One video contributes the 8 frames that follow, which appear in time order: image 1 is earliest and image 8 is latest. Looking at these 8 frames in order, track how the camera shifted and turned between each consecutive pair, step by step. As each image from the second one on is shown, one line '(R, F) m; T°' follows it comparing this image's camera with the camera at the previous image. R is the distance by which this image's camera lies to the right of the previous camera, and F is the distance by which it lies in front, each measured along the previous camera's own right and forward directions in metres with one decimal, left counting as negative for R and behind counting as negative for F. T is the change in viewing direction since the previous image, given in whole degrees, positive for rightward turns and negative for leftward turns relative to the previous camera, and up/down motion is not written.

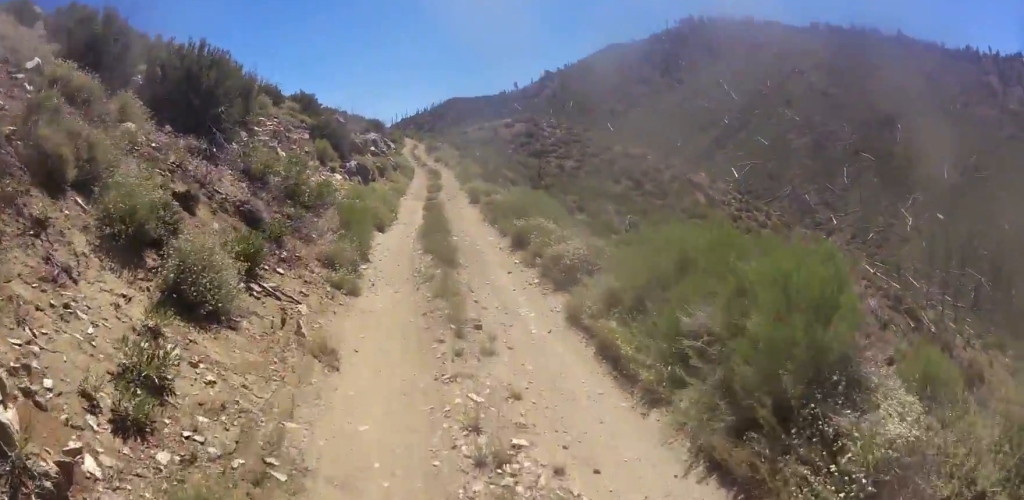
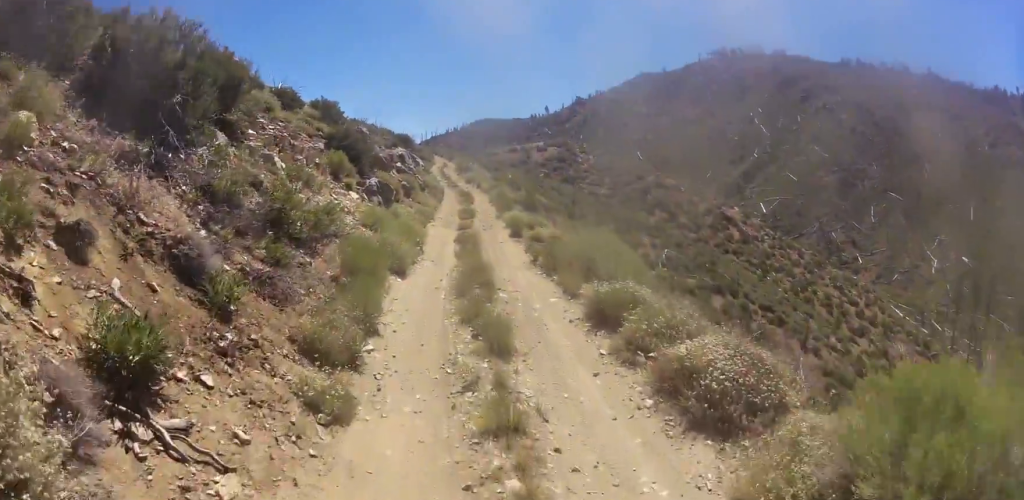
(0.0, +3.5) m; 0°
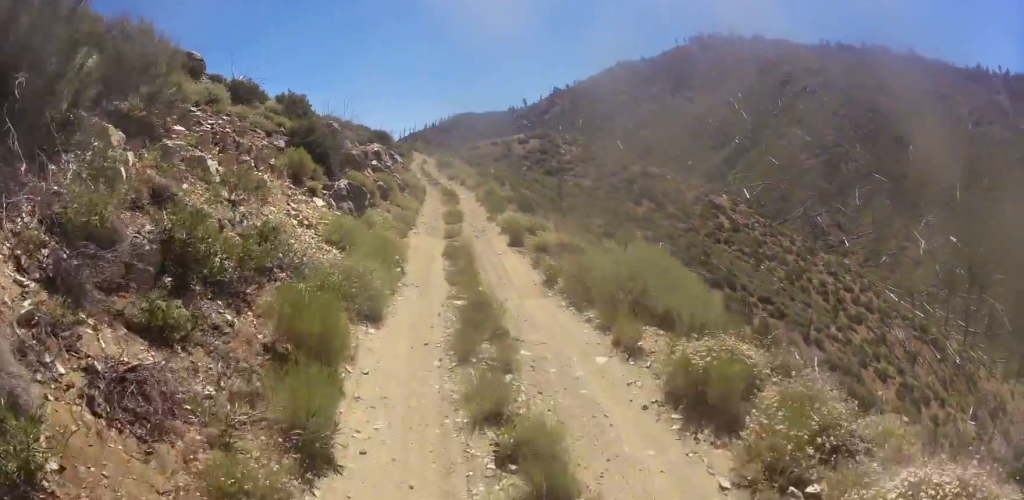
(0.0, +3.0) m; 0°
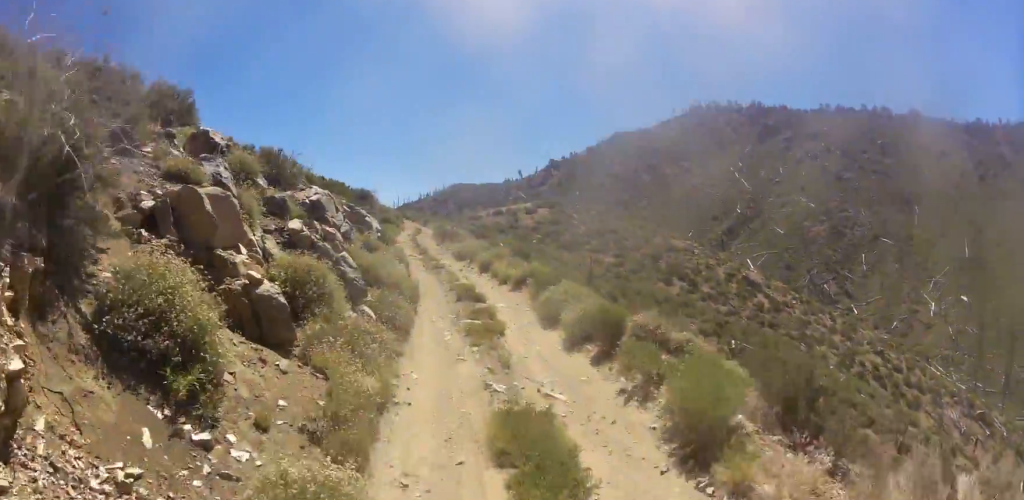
(0.0, +16.0) m; 0°
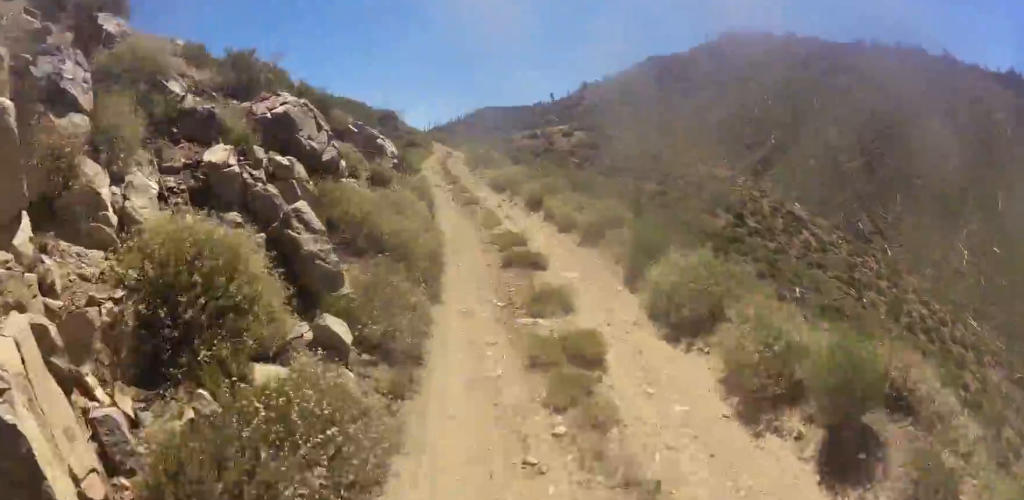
(0.0, +4.9) m; 0°
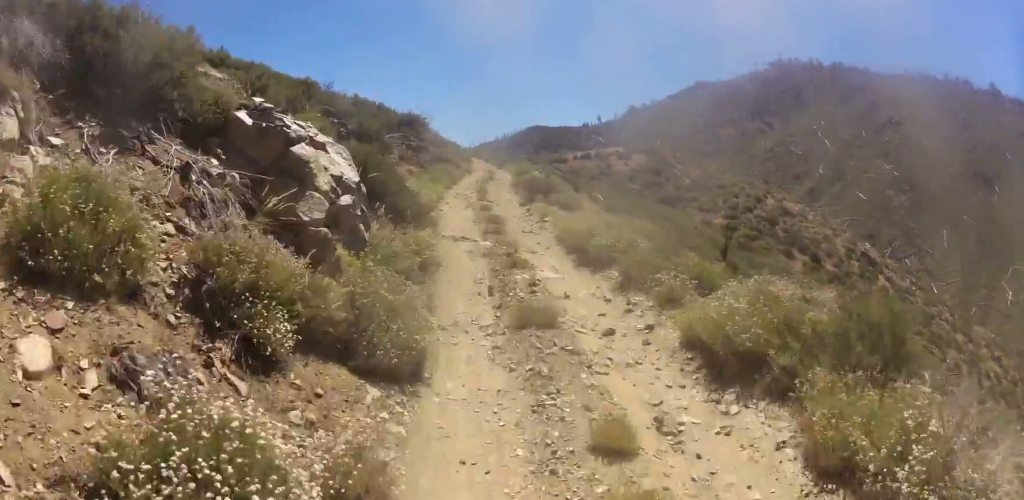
(0.0, +10.2) m; 0°
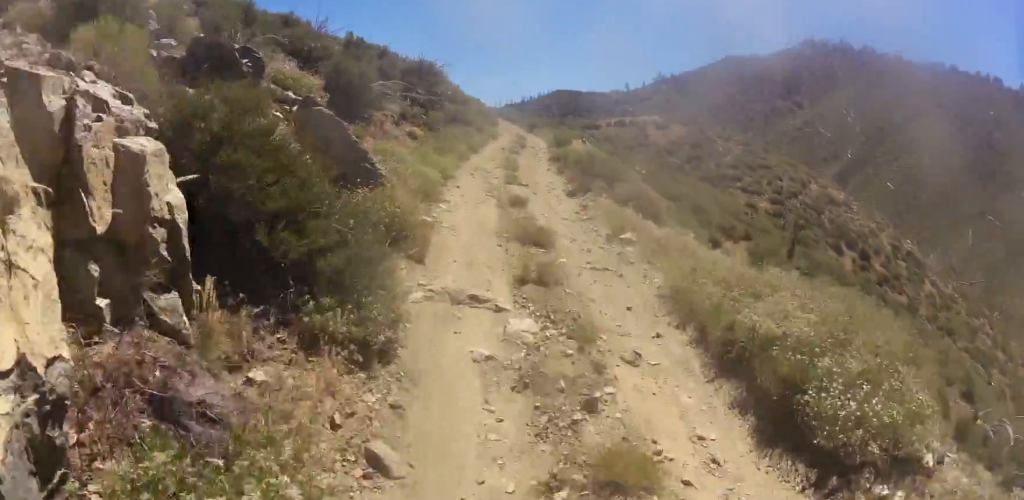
(0.0, +6.1) m; 0°
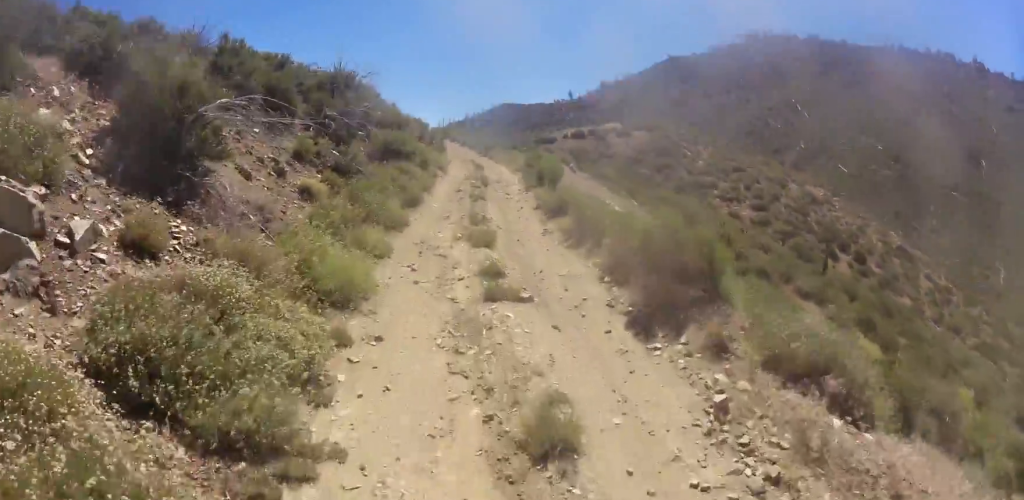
(0.0, +7.7) m; 0°
